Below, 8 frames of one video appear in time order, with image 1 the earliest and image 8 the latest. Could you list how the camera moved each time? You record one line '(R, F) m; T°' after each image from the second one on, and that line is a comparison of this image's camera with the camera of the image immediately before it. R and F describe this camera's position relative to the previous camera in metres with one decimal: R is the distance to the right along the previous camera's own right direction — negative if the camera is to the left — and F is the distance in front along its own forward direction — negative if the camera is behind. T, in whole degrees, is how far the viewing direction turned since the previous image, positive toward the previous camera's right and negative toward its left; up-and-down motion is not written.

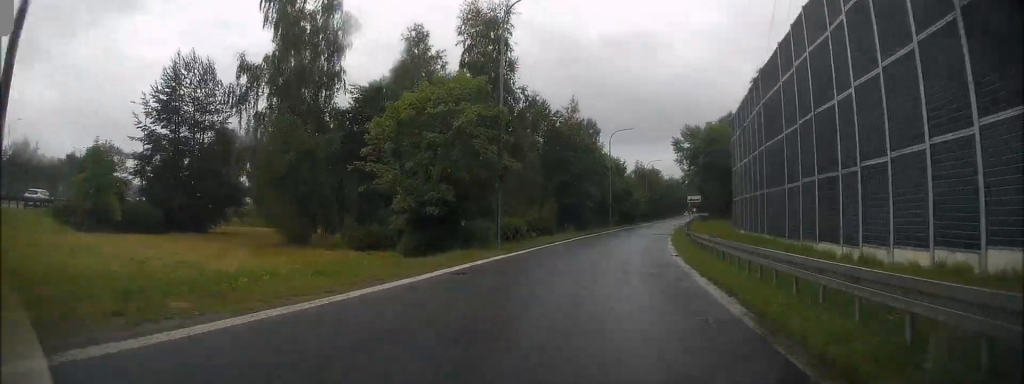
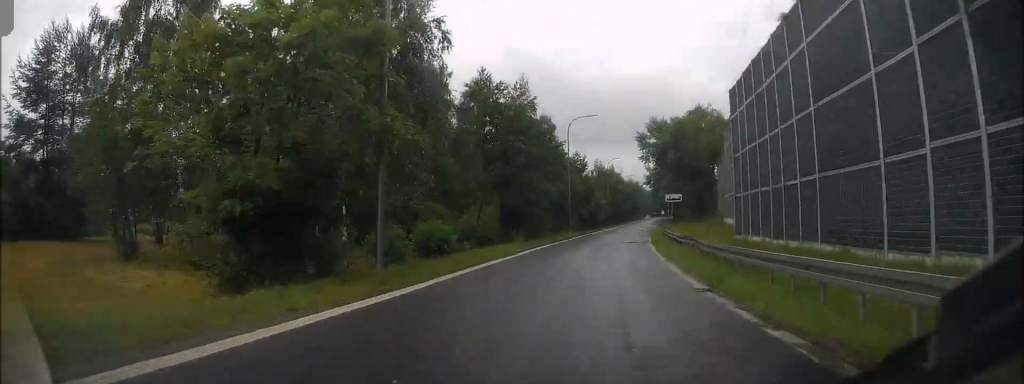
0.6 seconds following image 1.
(0.0, +10.5) m; 0°
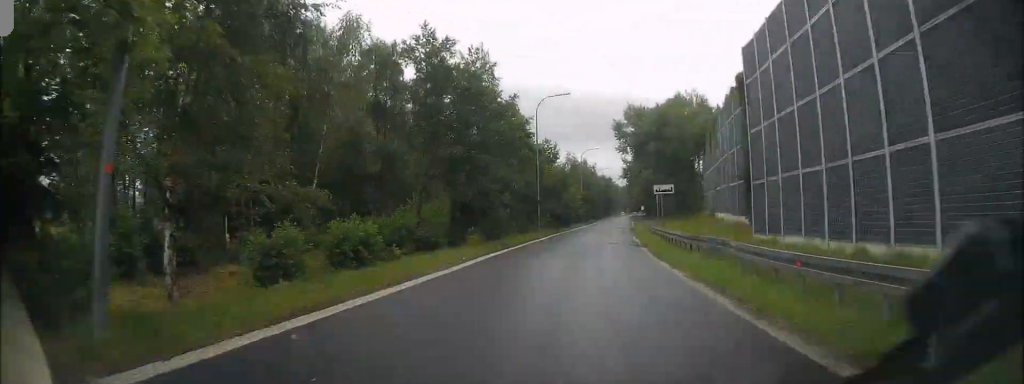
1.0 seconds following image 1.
(0.0, +7.6) m; +1°
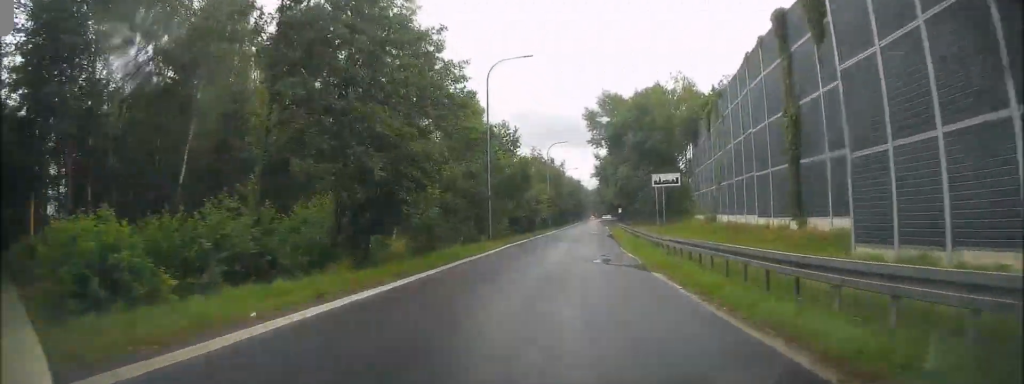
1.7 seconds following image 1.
(-0.1, +11.3) m; +4°
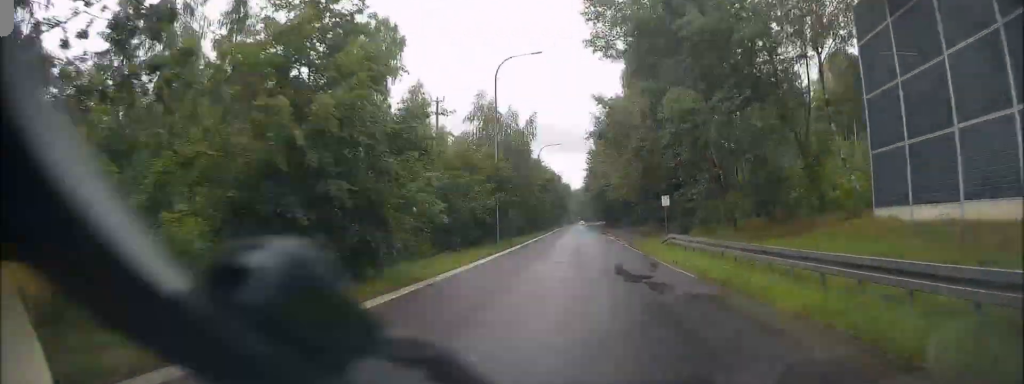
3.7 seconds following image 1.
(+5.3, +38.1) m; +11°
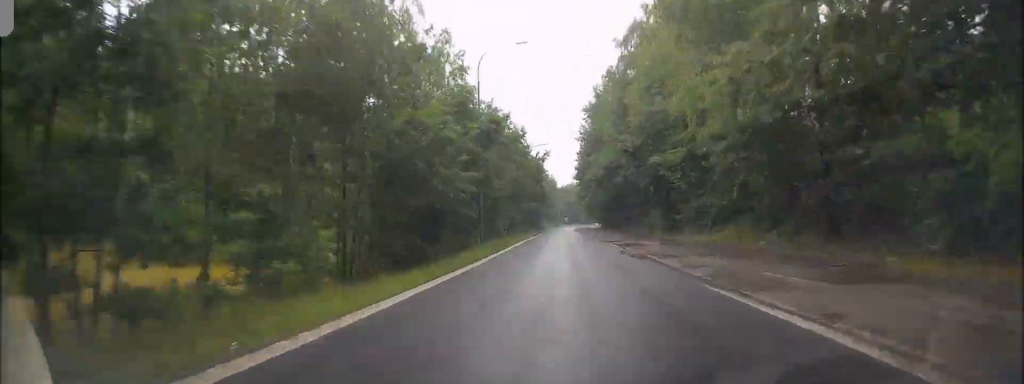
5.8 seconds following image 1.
(+0.3, +40.8) m; 0°
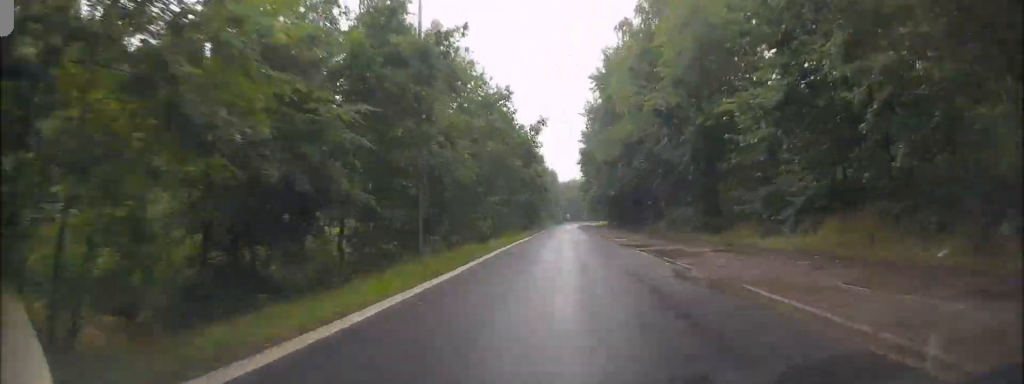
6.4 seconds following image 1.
(0.0, +12.7) m; 0°
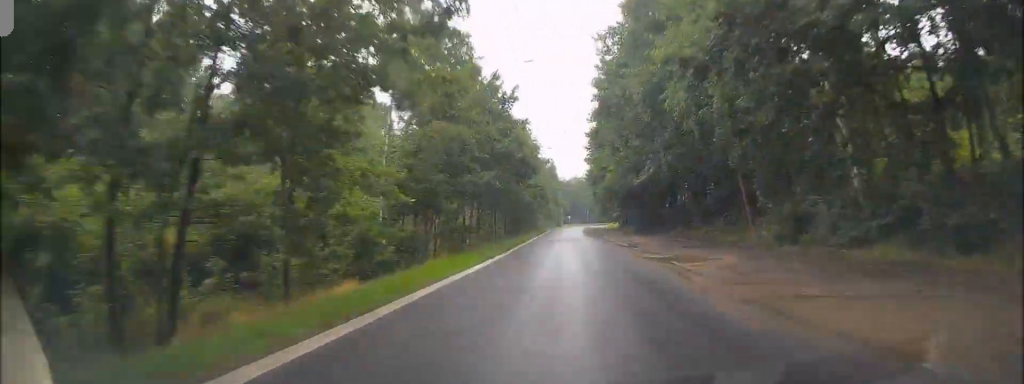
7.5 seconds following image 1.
(0.0, +22.0) m; 0°
